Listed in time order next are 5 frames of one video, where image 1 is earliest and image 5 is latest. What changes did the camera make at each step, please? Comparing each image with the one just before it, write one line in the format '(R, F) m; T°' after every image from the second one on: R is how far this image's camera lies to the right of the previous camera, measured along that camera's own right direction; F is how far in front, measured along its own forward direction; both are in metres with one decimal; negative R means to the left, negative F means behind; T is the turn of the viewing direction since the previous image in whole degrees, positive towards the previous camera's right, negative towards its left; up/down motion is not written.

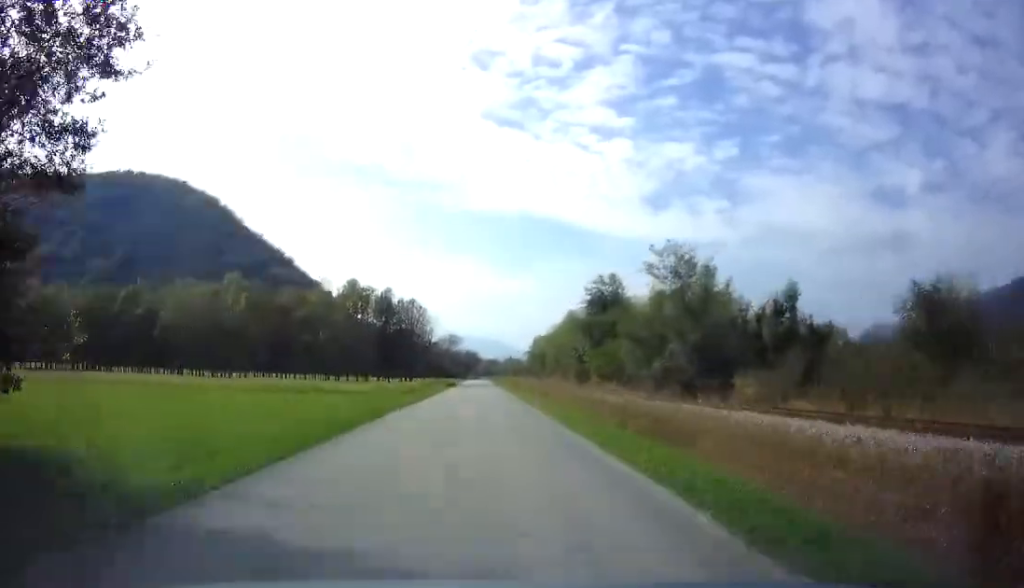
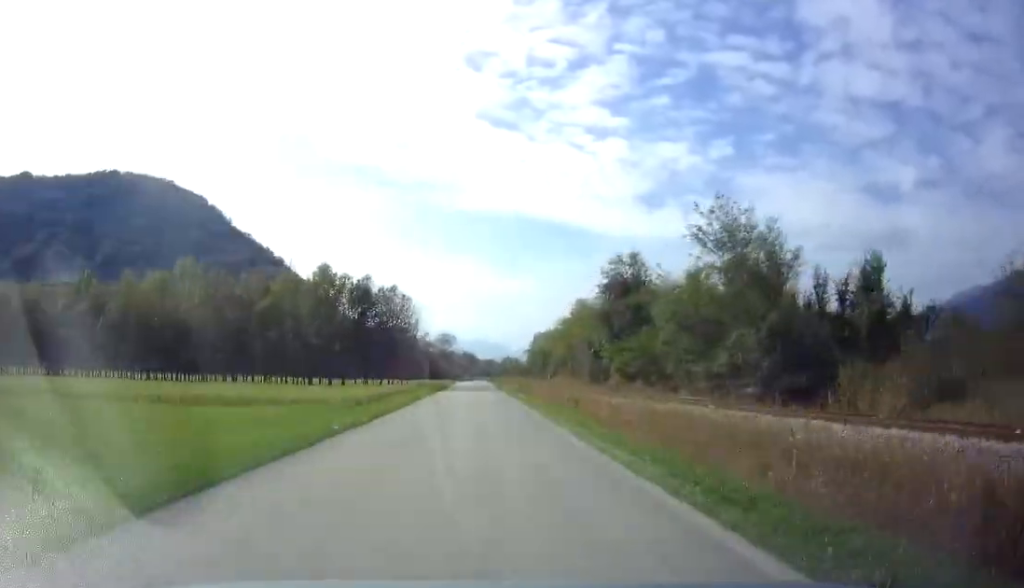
(+0.3, +14.1) m; 0°
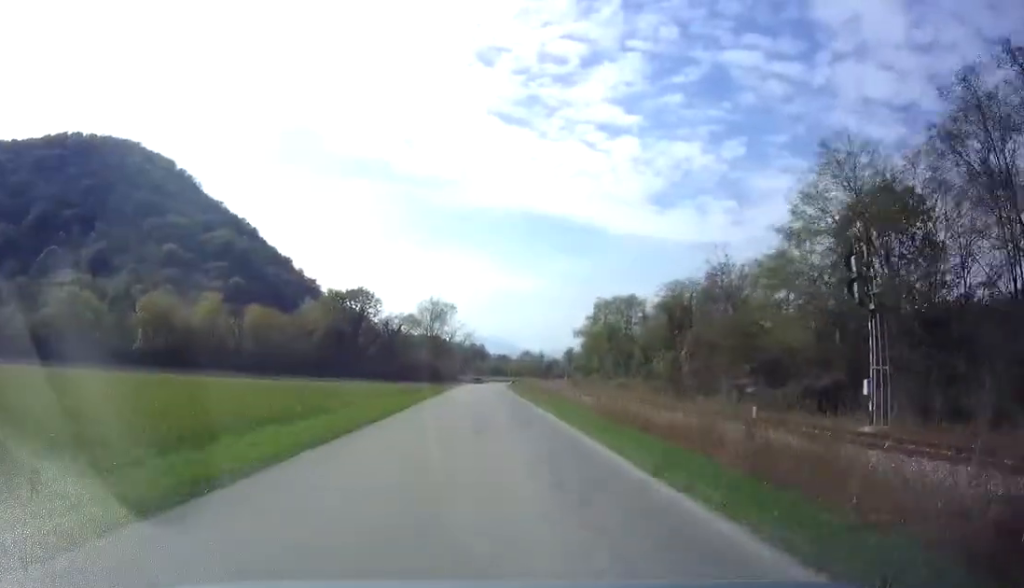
(-0.9, +82.0) m; -1°
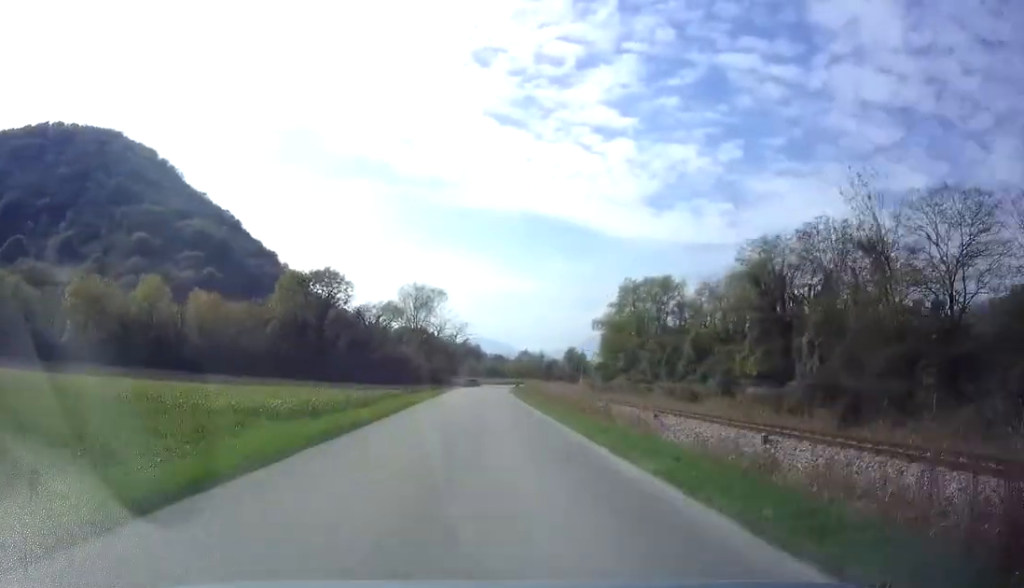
(-0.2, +21.1) m; +1°
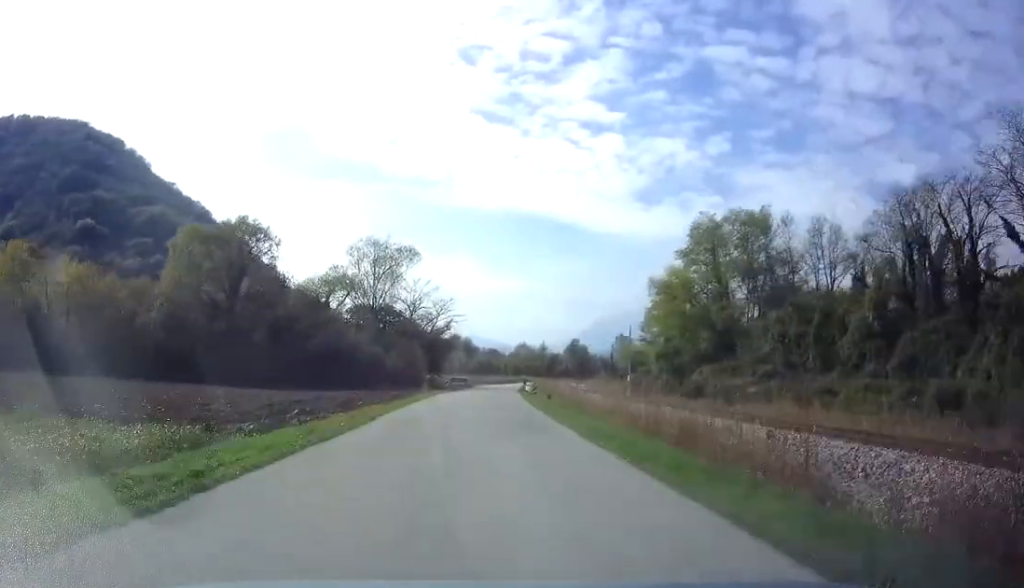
(+0.7, +30.6) m; +1°
